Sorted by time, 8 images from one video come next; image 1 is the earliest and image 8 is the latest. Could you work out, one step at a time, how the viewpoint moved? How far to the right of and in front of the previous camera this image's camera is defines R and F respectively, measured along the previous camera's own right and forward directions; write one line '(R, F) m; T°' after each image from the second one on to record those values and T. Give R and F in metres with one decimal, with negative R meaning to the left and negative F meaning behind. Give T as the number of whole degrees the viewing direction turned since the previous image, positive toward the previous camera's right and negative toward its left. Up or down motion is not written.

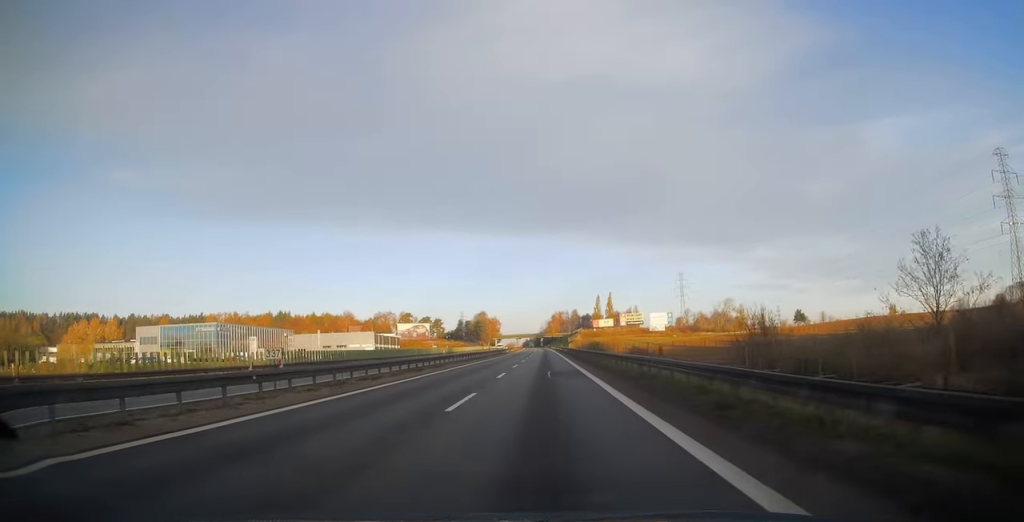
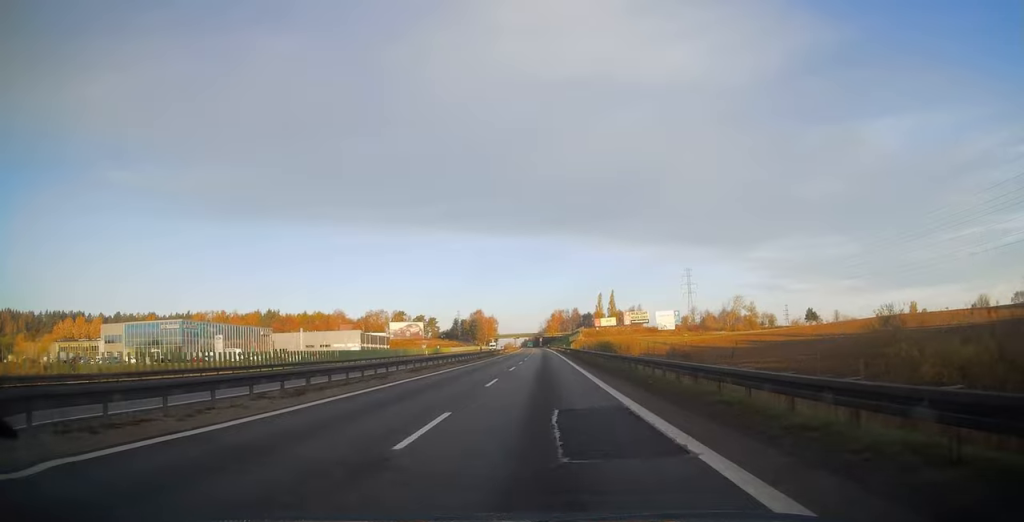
(-0.2, +16.6) m; 0°
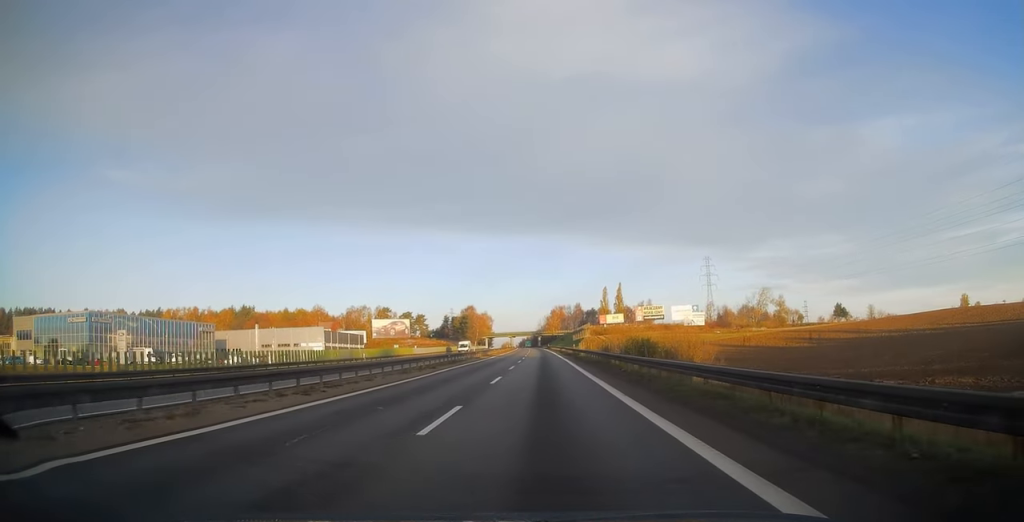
(+0.2, +34.8) m; 0°
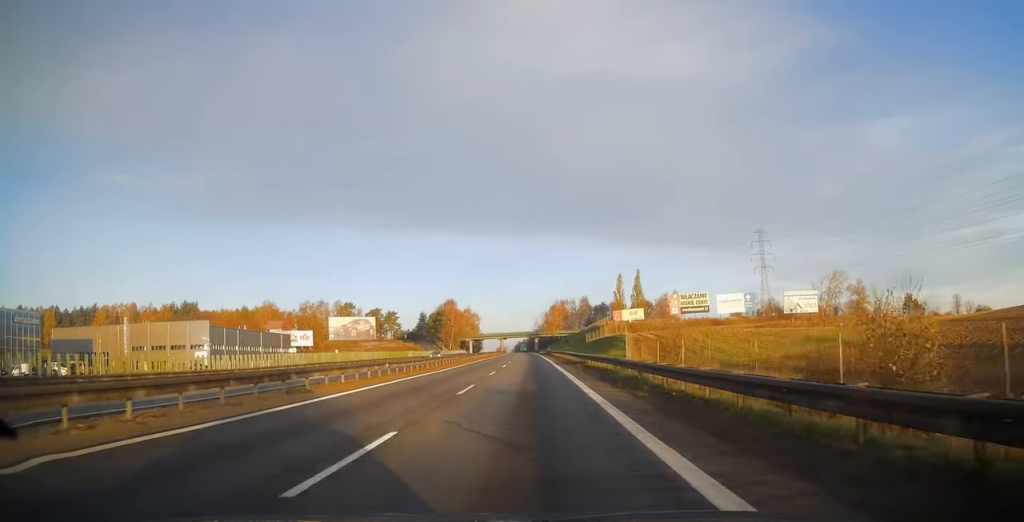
(+0.1, +63.8) m; 0°
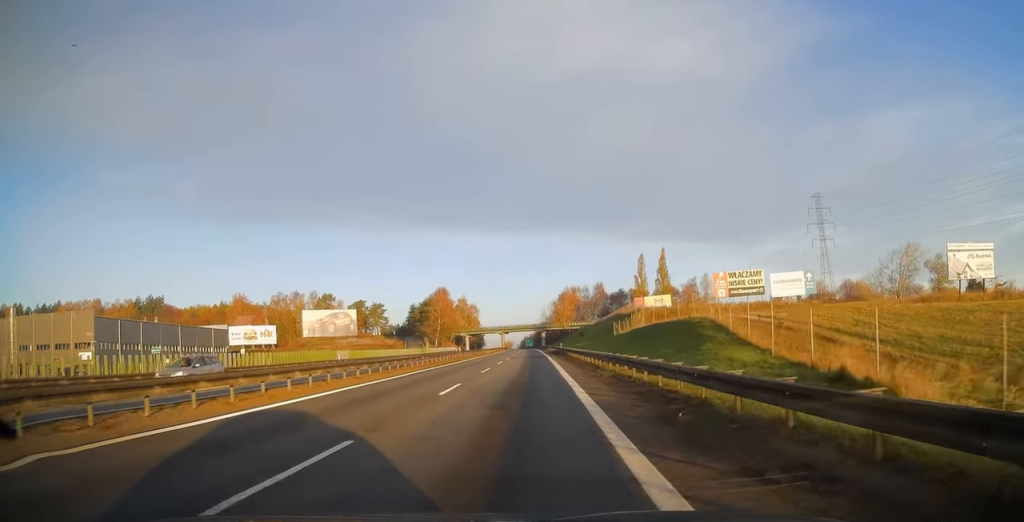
(-0.3, +36.9) m; 0°
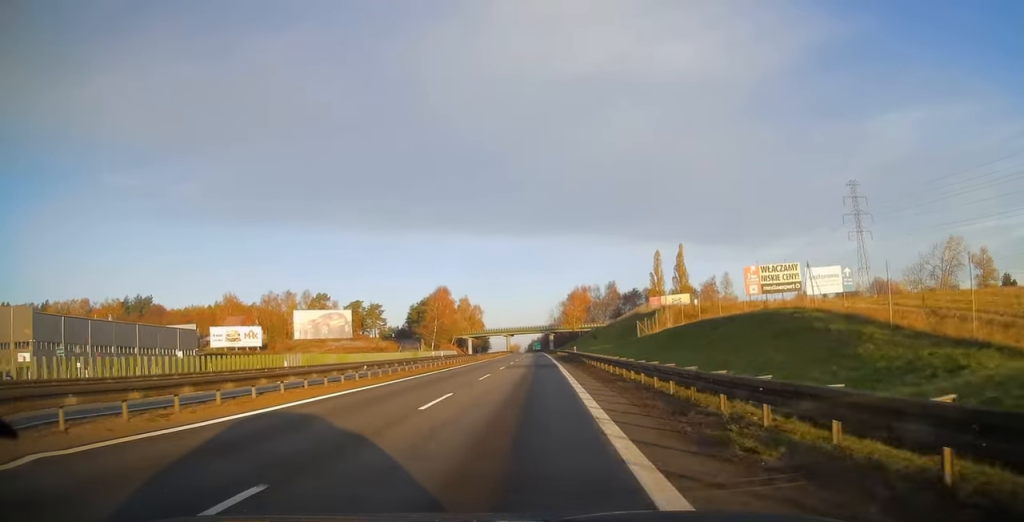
(0.0, +15.0) m; 0°
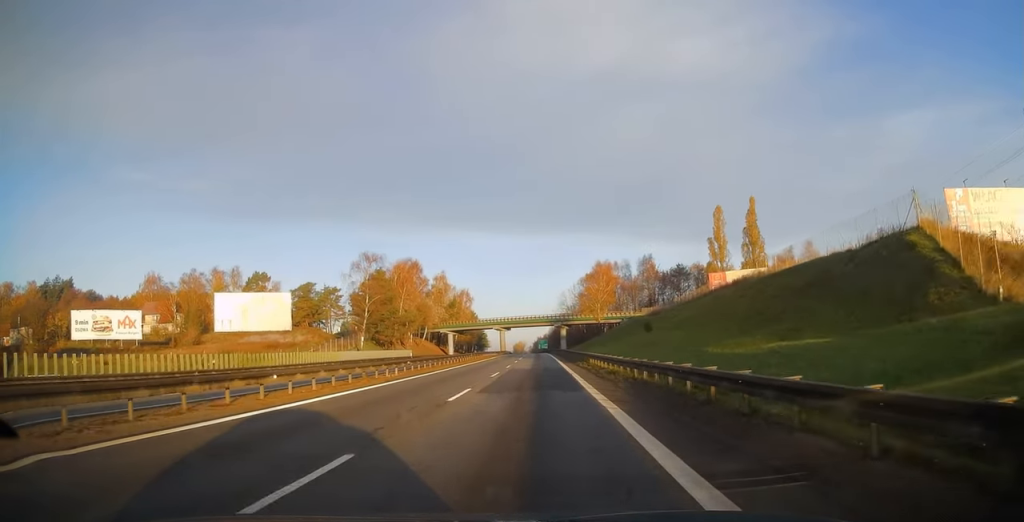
(-0.7, +58.3) m; -1°
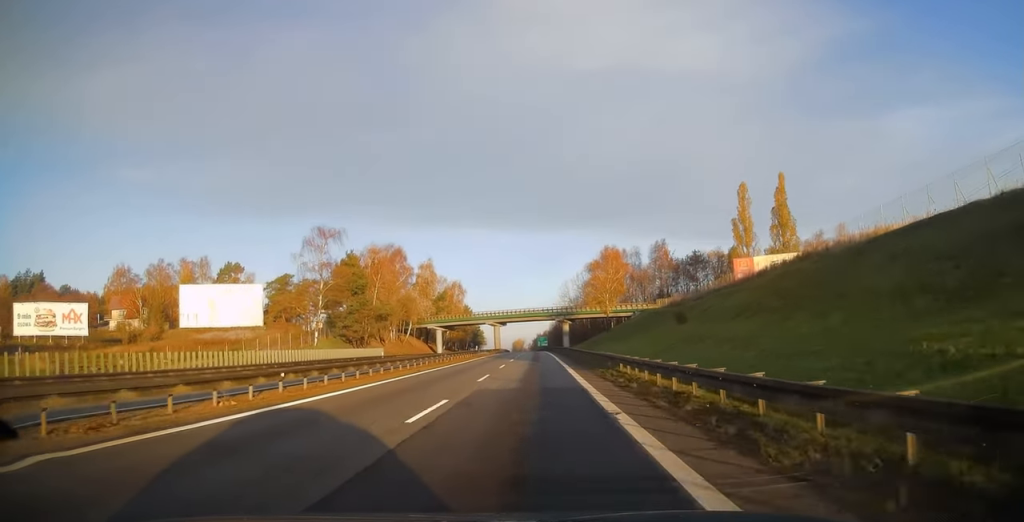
(0.0, +16.6) m; 0°
